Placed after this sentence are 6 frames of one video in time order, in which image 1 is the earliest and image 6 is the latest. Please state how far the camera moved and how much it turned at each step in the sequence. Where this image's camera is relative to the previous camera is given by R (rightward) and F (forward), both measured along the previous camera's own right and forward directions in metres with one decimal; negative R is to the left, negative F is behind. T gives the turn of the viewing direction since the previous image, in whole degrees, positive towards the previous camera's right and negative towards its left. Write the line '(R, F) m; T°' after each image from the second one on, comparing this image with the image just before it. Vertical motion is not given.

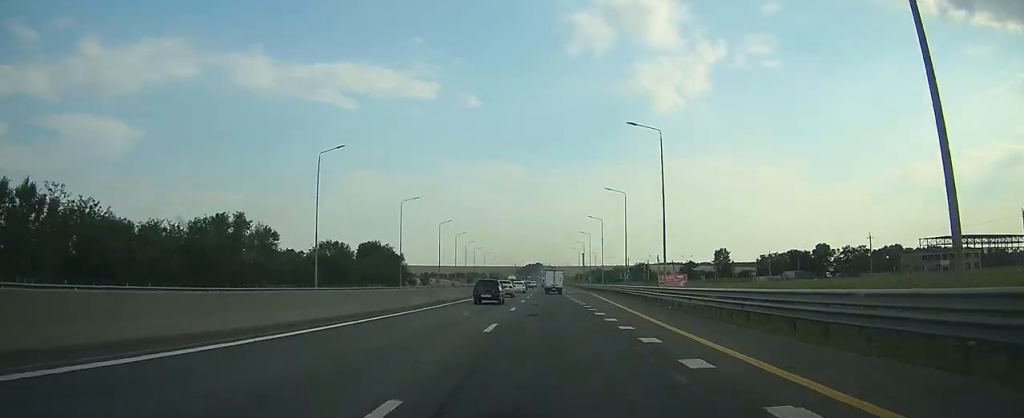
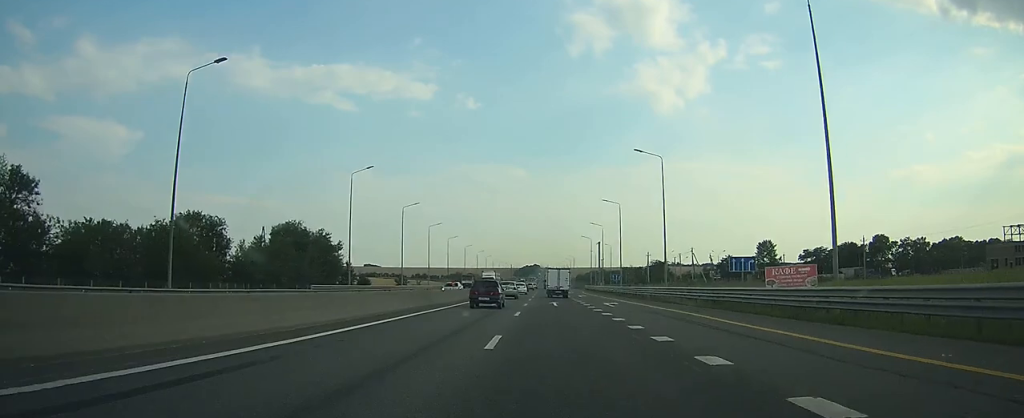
(-0.2, +52.5) m; 0°
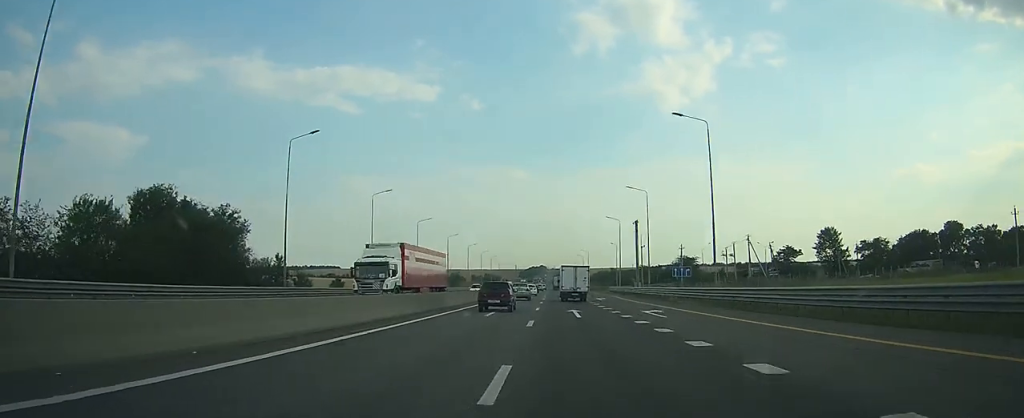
(0.0, +41.7) m; 0°
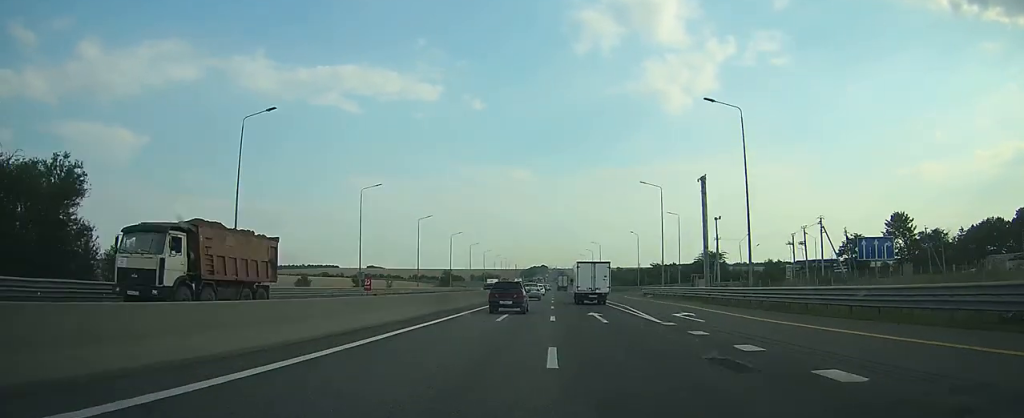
(-0.2, +33.2) m; 0°
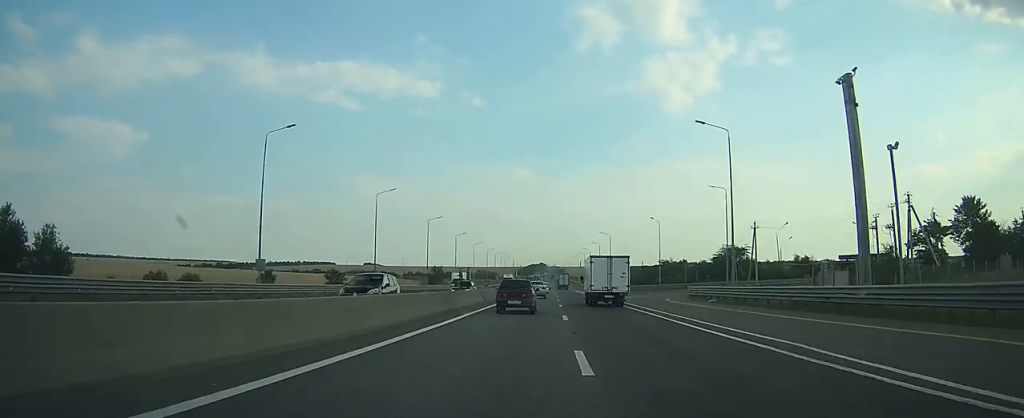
(-0.1, +24.7) m; 0°
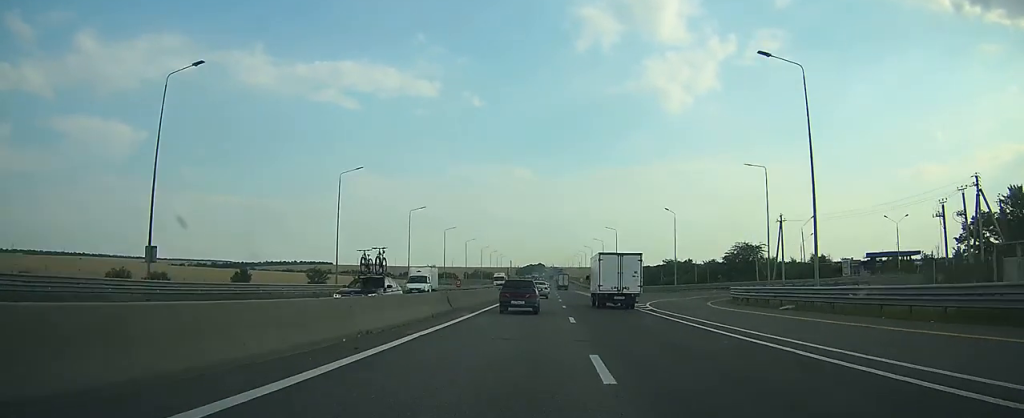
(+0.1, +13.3) m; 0°
